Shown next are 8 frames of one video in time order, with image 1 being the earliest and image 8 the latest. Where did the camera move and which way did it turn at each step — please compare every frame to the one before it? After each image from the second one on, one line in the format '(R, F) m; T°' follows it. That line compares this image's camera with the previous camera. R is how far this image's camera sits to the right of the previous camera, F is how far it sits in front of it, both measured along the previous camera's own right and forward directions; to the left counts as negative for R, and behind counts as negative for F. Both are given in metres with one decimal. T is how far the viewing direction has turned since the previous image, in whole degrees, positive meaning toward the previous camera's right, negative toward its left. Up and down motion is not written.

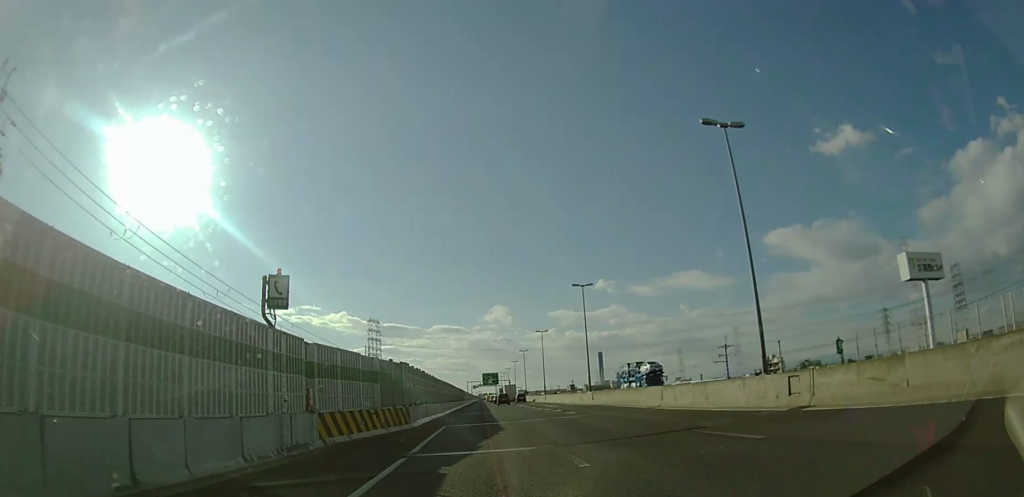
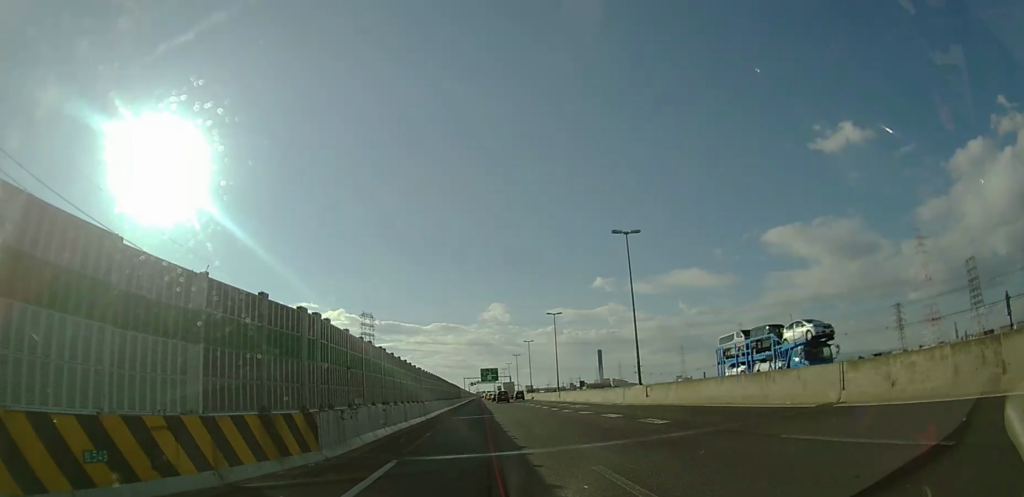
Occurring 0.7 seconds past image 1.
(0.0, +14.7) m; 0°
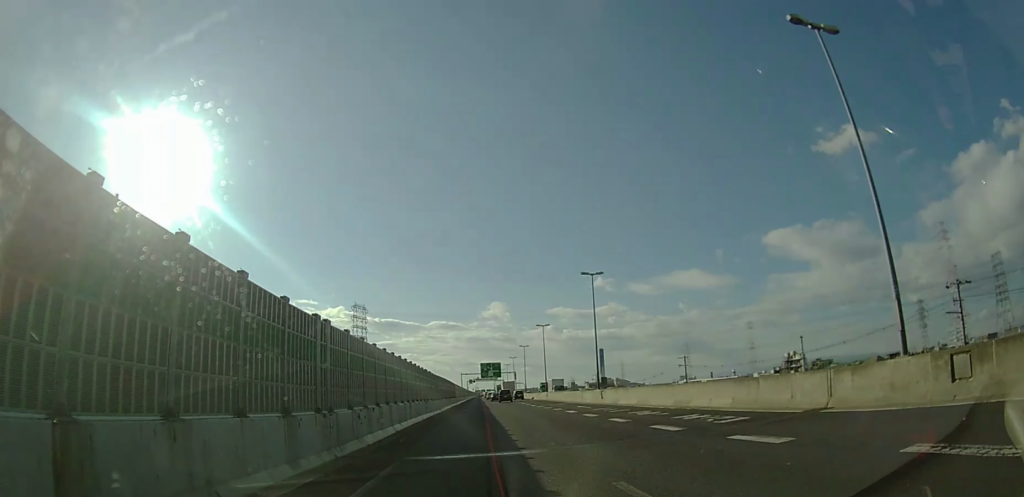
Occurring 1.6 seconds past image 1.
(+0.2, +20.5) m; +1°
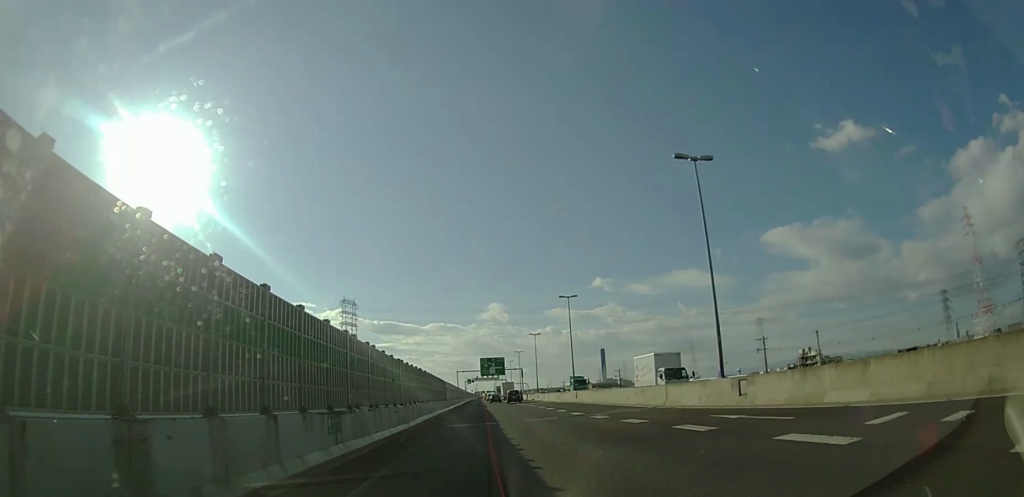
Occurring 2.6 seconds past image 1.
(0.0, +22.0) m; -1°
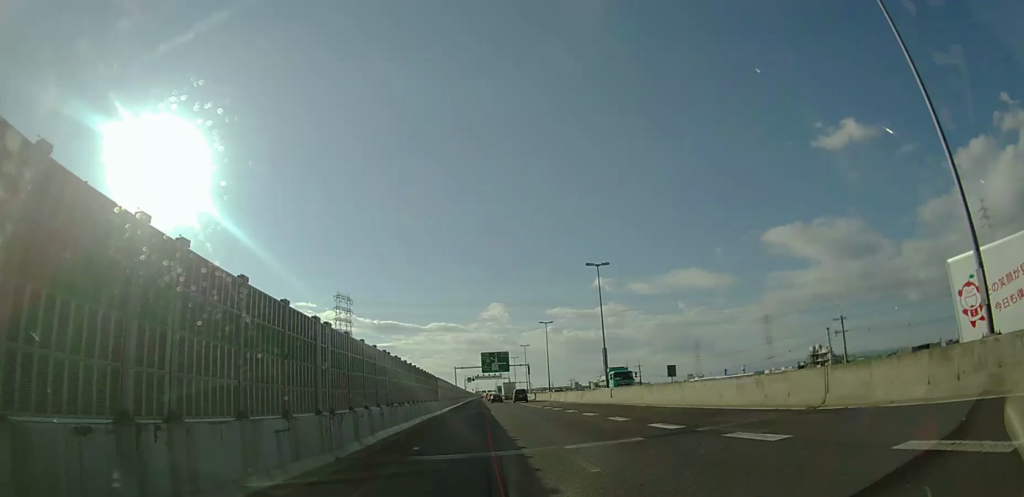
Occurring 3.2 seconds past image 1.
(-0.3, +13.2) m; 0°
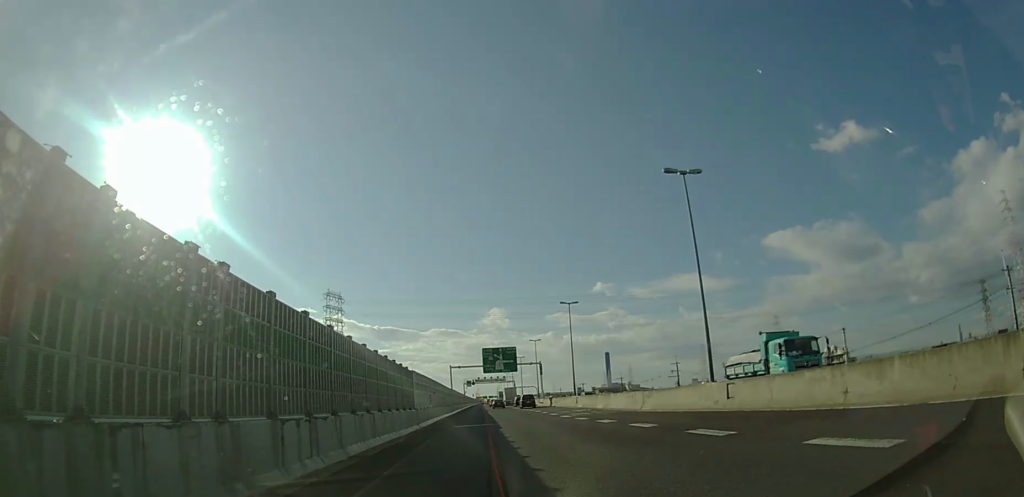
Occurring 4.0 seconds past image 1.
(+0.1, +17.6) m; 0°
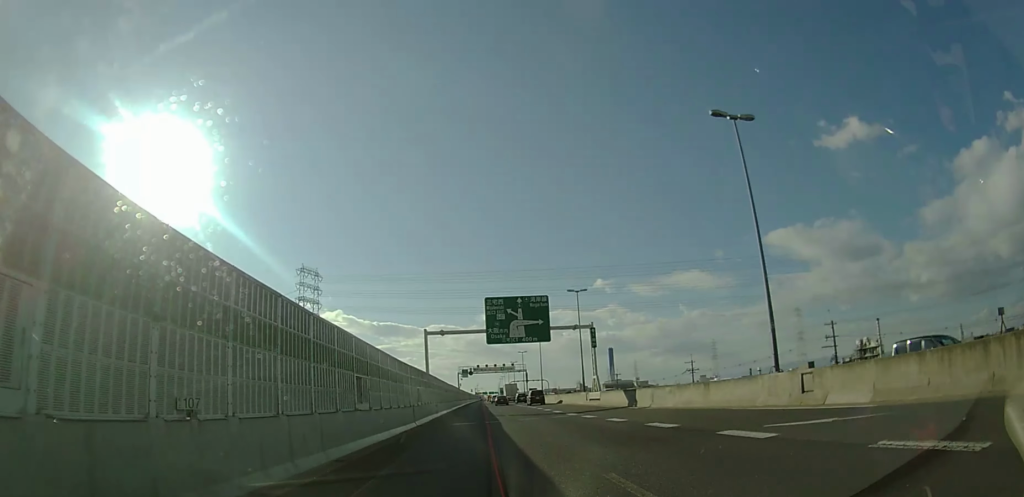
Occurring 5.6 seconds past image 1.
(-0.2, +36.2) m; 0°
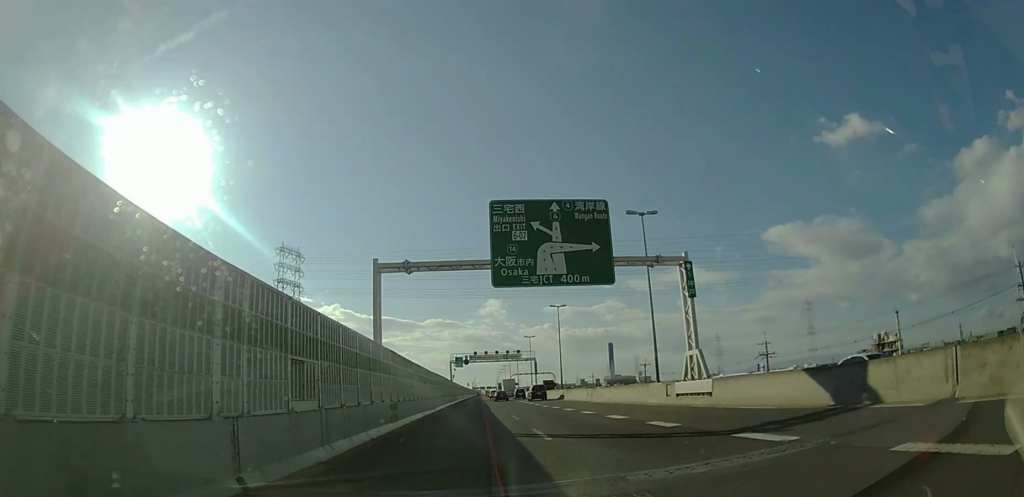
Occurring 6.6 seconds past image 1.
(+0.1, +20.9) m; +1°
